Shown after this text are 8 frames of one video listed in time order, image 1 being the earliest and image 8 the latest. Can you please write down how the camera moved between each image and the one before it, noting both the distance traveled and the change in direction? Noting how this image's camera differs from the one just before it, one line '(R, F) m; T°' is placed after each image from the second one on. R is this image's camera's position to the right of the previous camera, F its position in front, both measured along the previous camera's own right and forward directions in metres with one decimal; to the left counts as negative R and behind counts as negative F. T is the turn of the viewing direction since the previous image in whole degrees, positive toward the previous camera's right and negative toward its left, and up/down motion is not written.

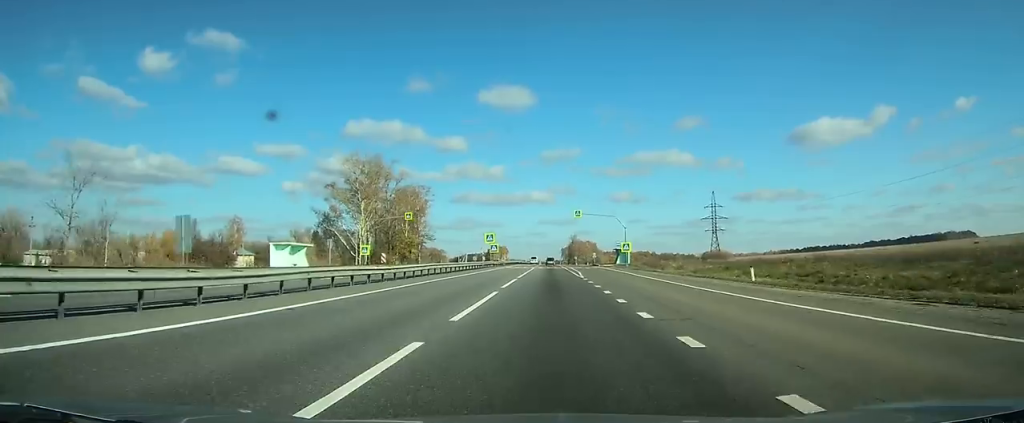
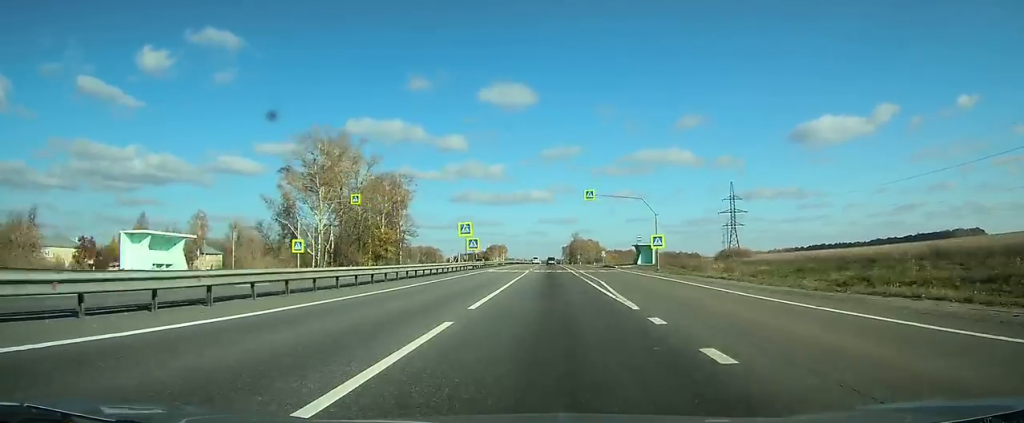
(0.0, +21.9) m; 0°
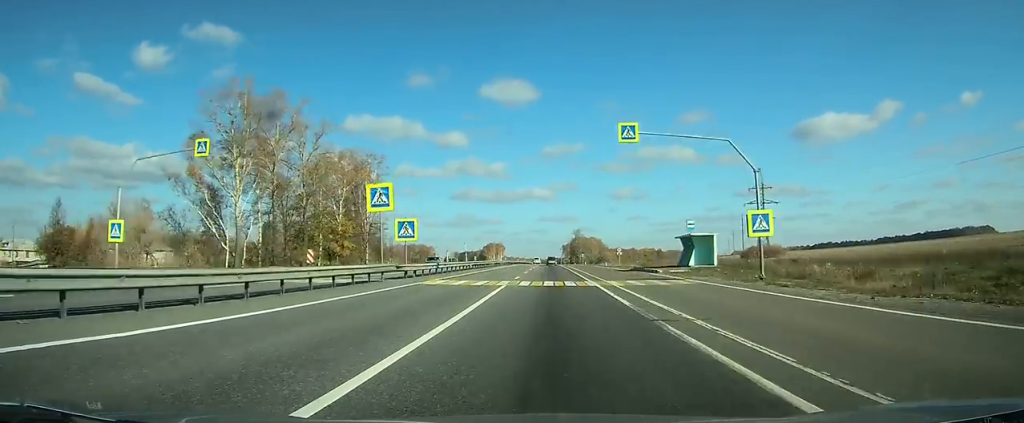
(0.0, +26.0) m; 0°
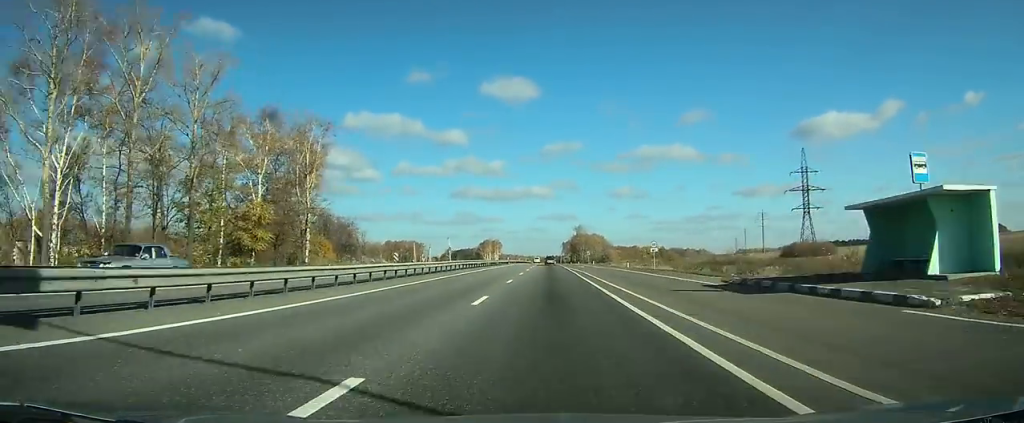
(0.0, +28.2) m; 0°
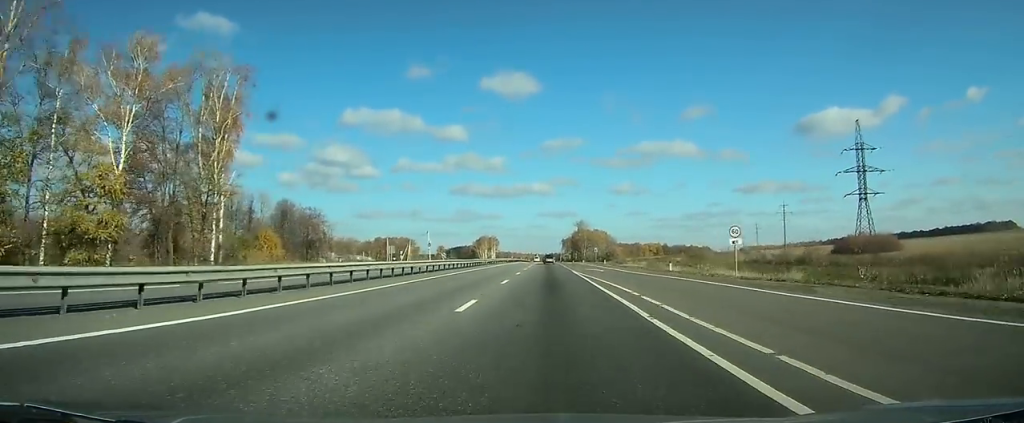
(0.0, +24.0) m; 0°
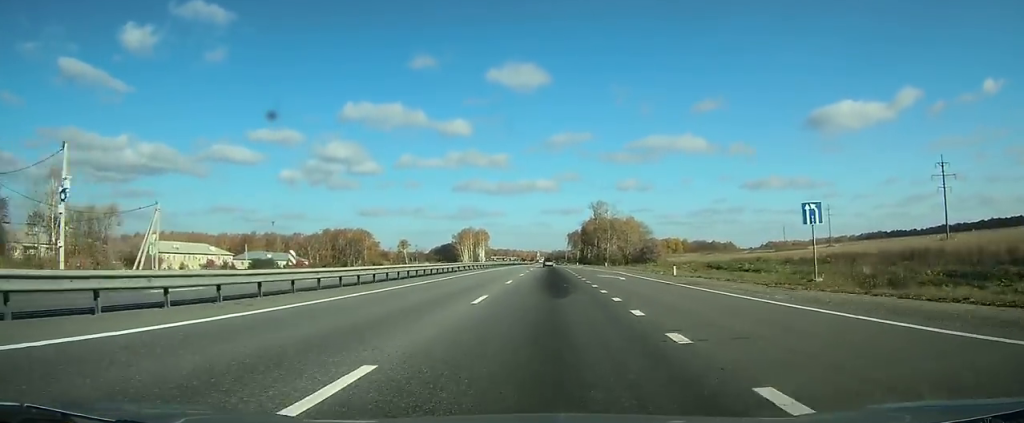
(-1.1, +106.0) m; -1°
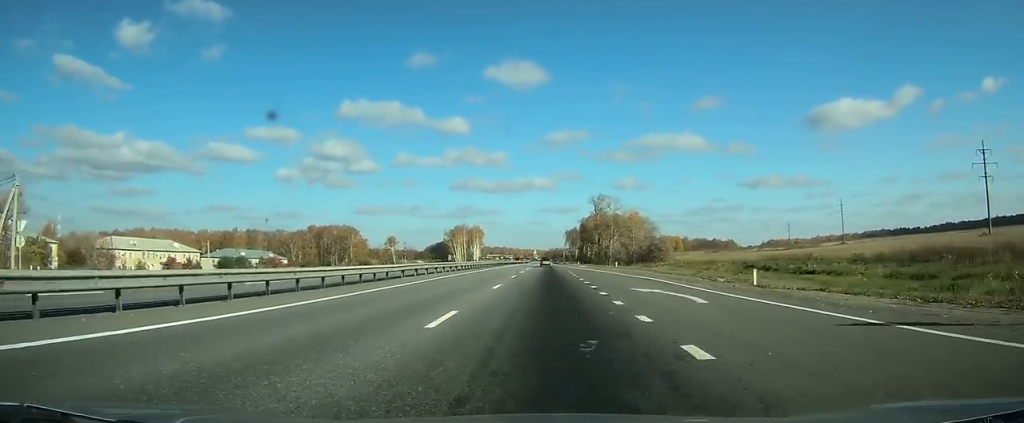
(0.0, +18.3) m; 0°
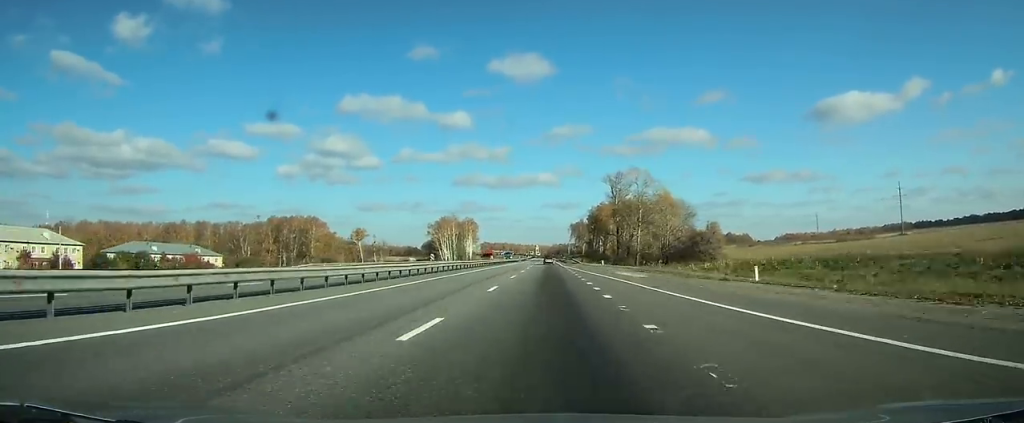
(+0.3, +49.9) m; +1°
